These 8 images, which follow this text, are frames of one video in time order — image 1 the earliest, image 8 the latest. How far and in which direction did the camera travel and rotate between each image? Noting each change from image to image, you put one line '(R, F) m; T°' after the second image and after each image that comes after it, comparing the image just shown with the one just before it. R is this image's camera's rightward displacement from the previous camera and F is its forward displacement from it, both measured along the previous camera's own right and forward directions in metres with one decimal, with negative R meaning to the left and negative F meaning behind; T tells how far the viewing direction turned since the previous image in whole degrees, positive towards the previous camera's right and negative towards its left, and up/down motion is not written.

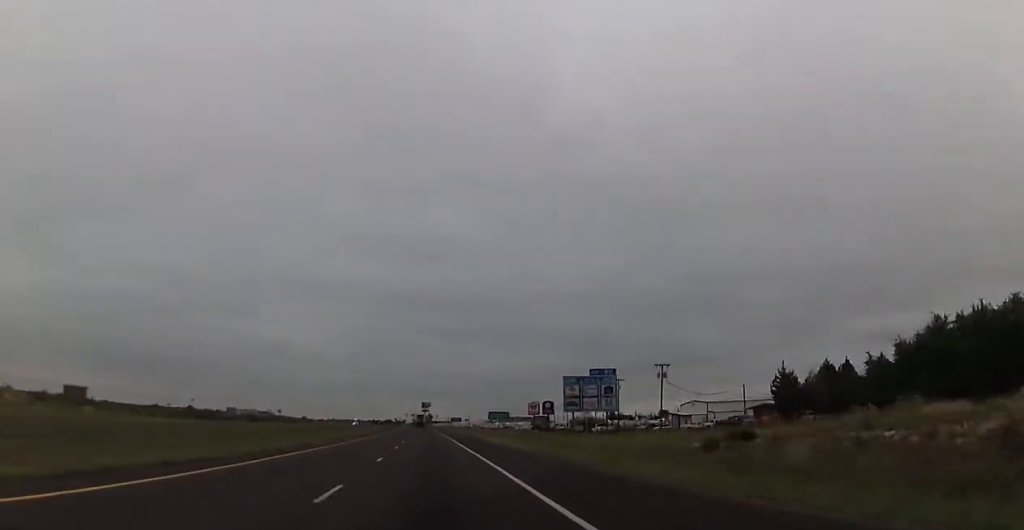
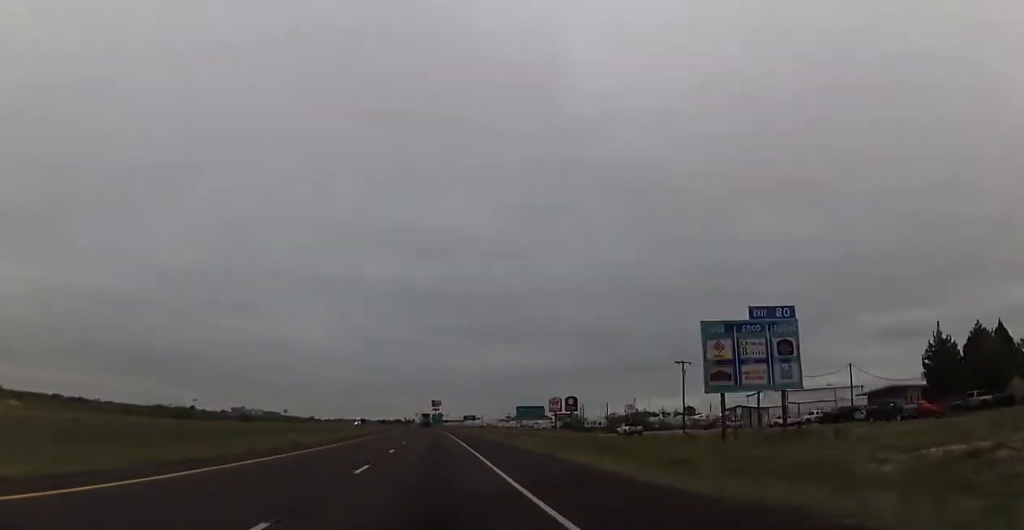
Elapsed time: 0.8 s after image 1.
(-0.3, +29.8) m; -1°
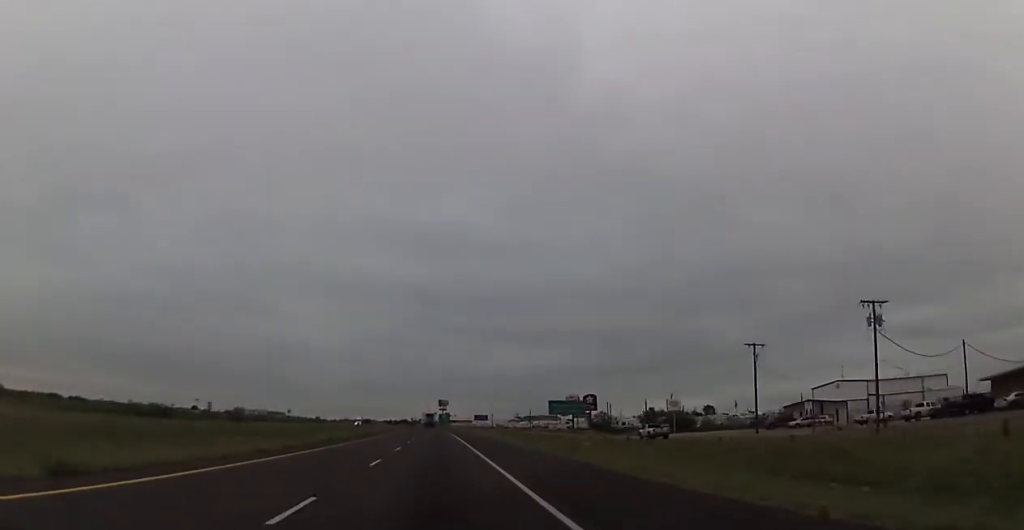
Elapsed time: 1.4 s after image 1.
(0.0, +21.1) m; 0°
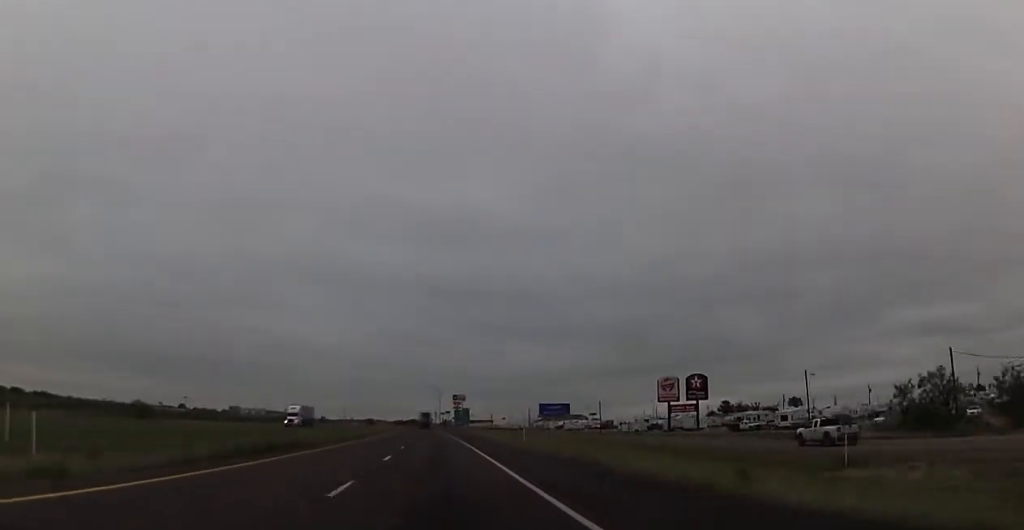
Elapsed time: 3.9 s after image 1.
(-2.6, +92.8) m; -3°
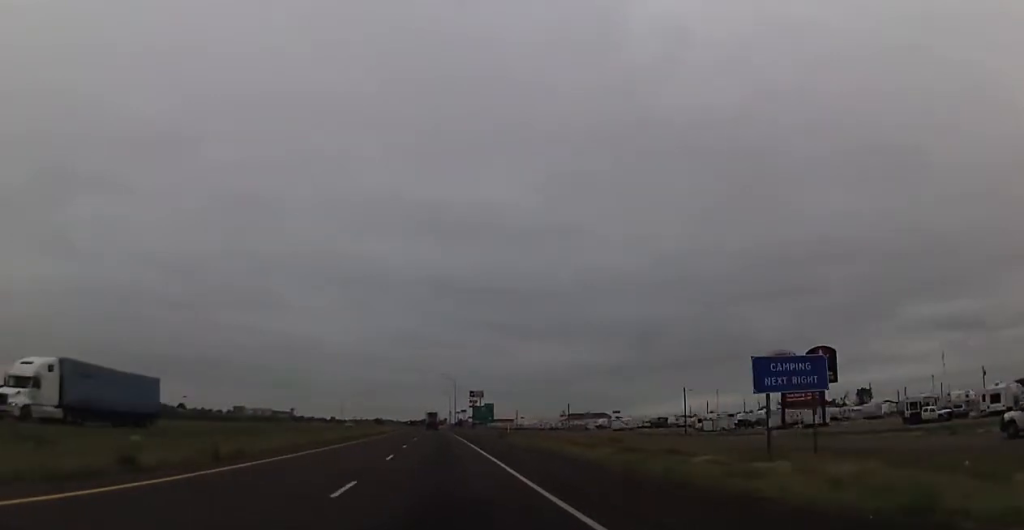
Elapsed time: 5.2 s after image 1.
(+0.2, +48.4) m; 0°
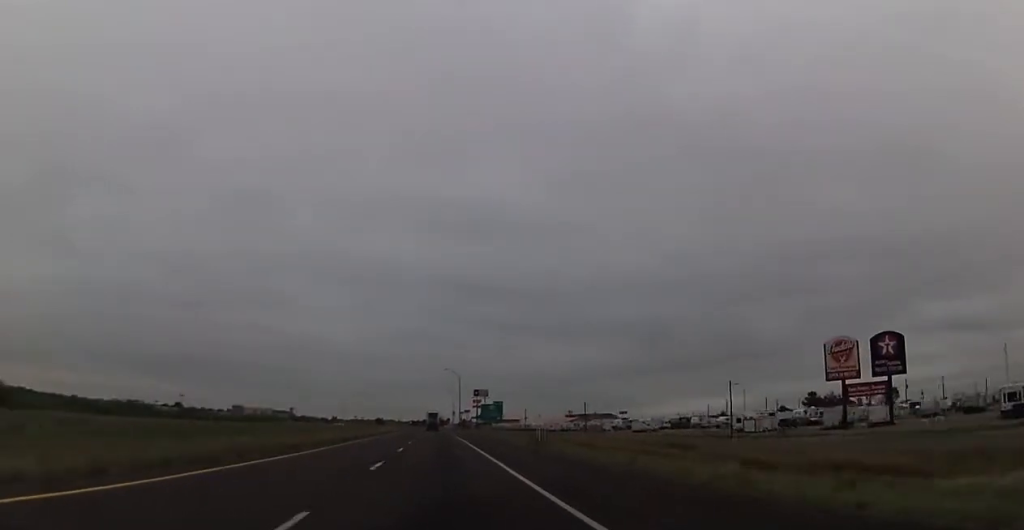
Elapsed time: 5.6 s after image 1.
(-0.1, +17.4) m; 0°
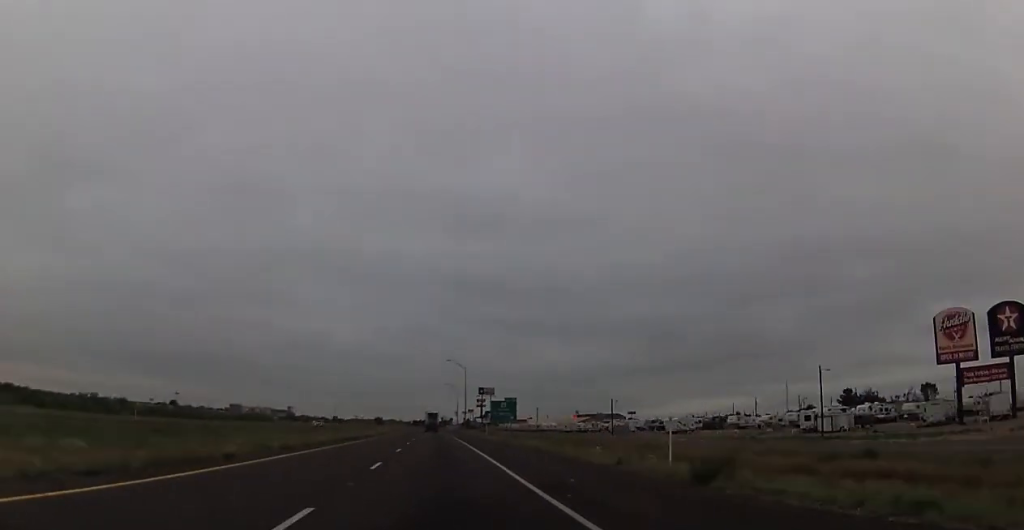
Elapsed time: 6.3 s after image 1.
(0.0, +23.5) m; 0°
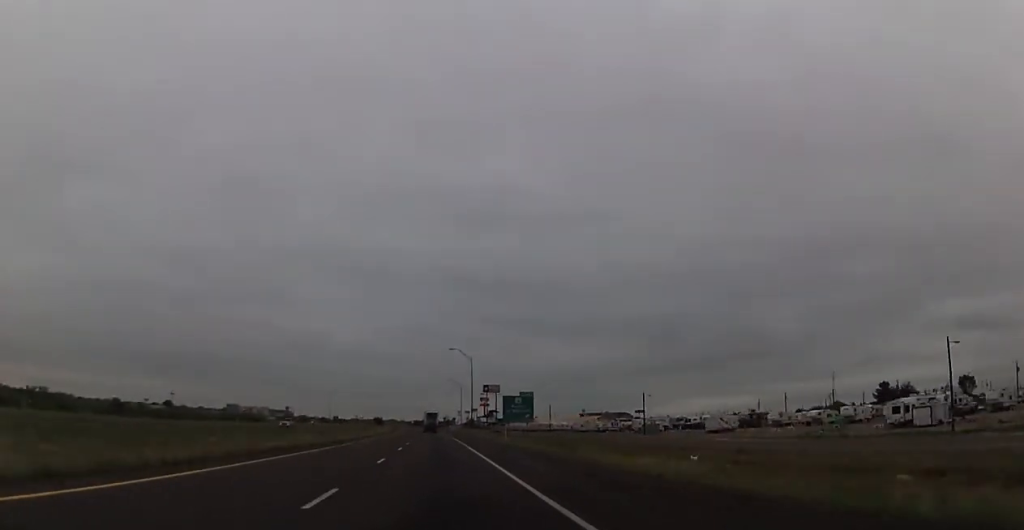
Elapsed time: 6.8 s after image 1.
(0.0, +21.1) m; 0°
